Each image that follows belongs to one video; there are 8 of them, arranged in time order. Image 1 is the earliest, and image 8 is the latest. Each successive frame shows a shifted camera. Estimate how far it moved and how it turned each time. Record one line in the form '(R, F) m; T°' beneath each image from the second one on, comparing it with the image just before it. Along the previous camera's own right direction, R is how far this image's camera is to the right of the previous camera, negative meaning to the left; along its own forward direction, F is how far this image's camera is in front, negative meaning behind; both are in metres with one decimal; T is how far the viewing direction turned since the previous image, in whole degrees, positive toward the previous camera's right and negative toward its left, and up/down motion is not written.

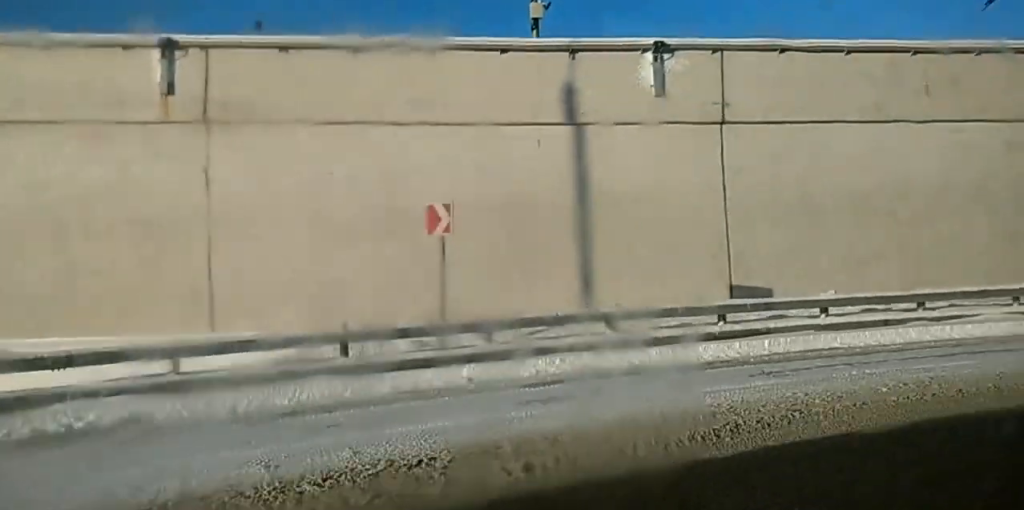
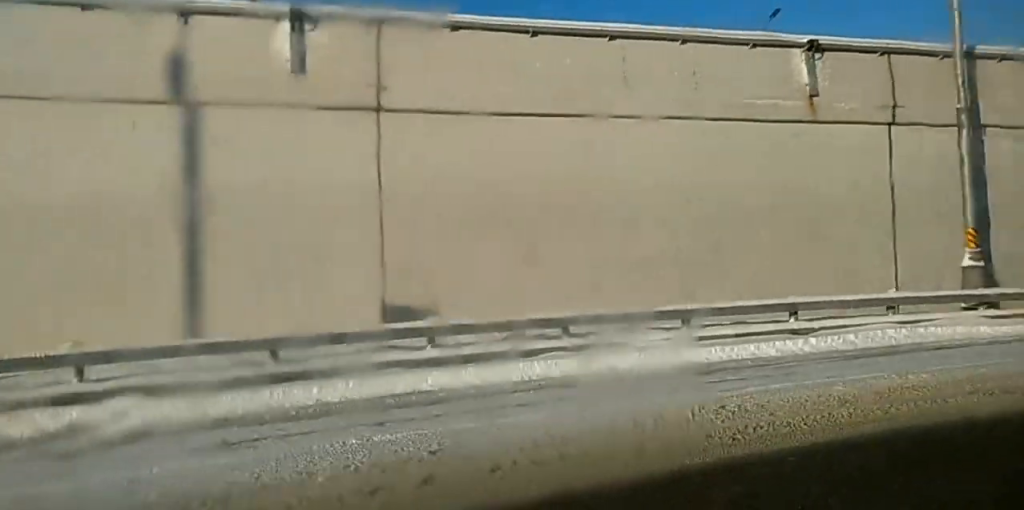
(+0.6, +6.4) m; +8°
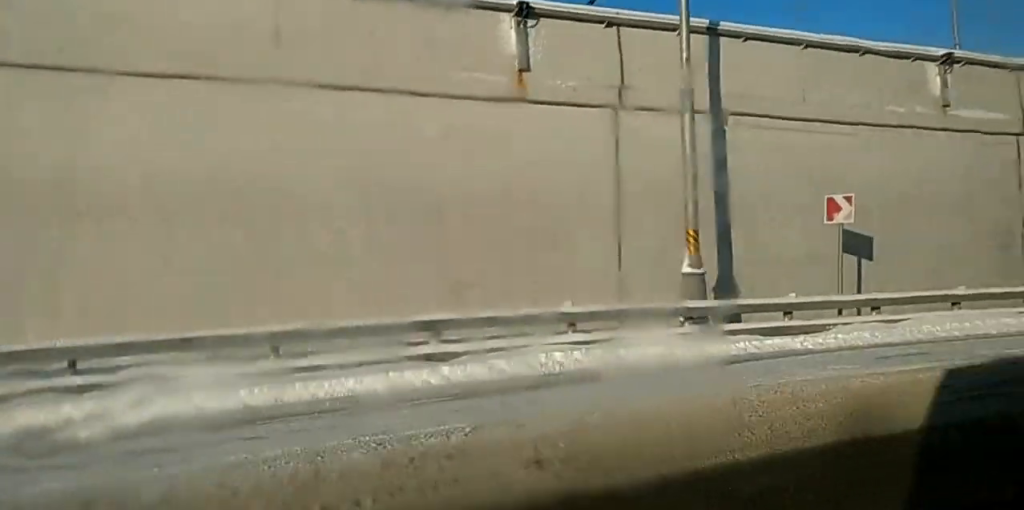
(+0.1, +5.0) m; +6°
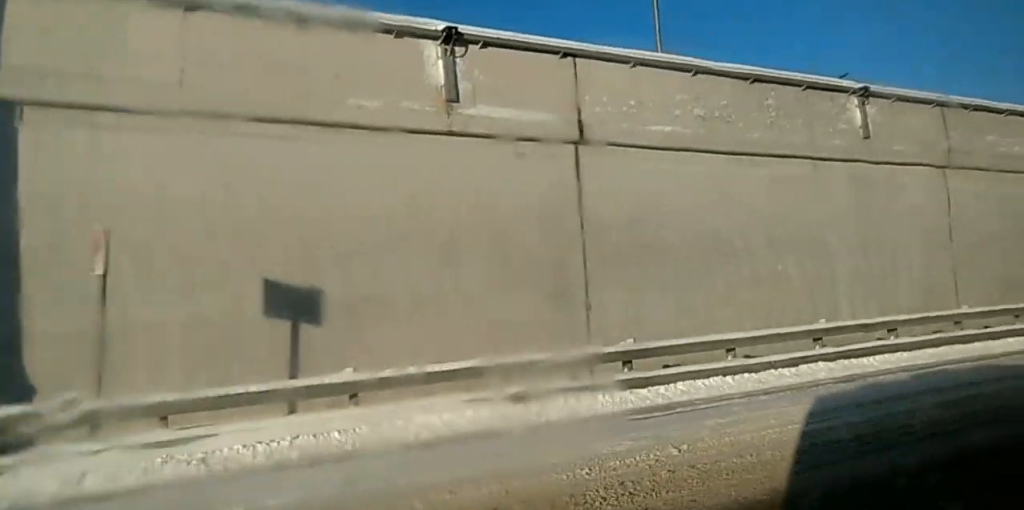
(+1.0, +10.9) m; +8°
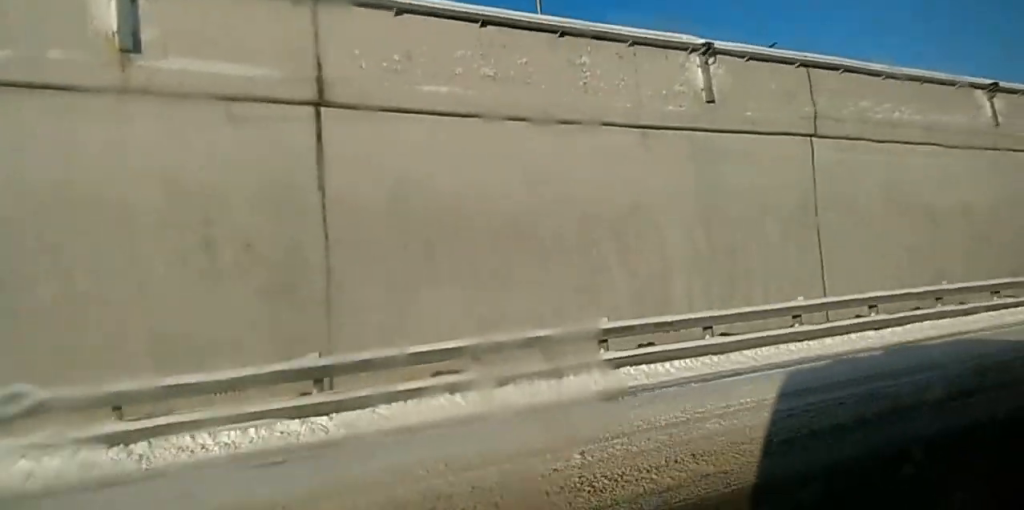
(+0.2, +4.2) m; +1°
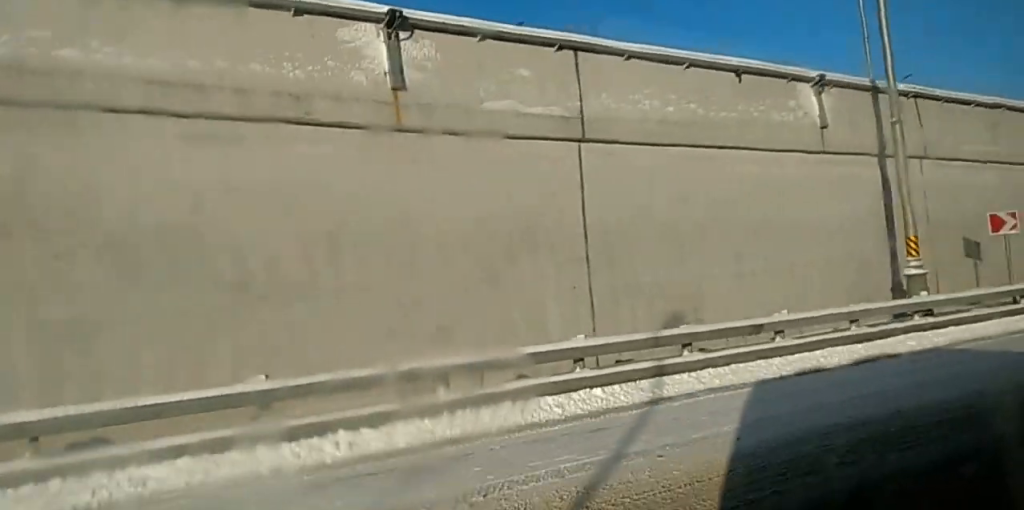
(+0.2, +15.9) m; +3°
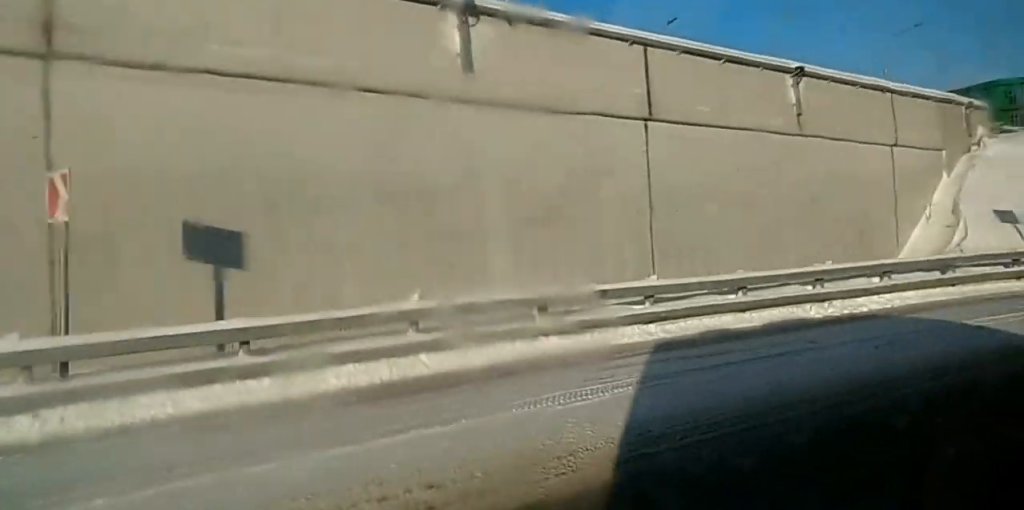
(+1.6, +16.3) m; +11°
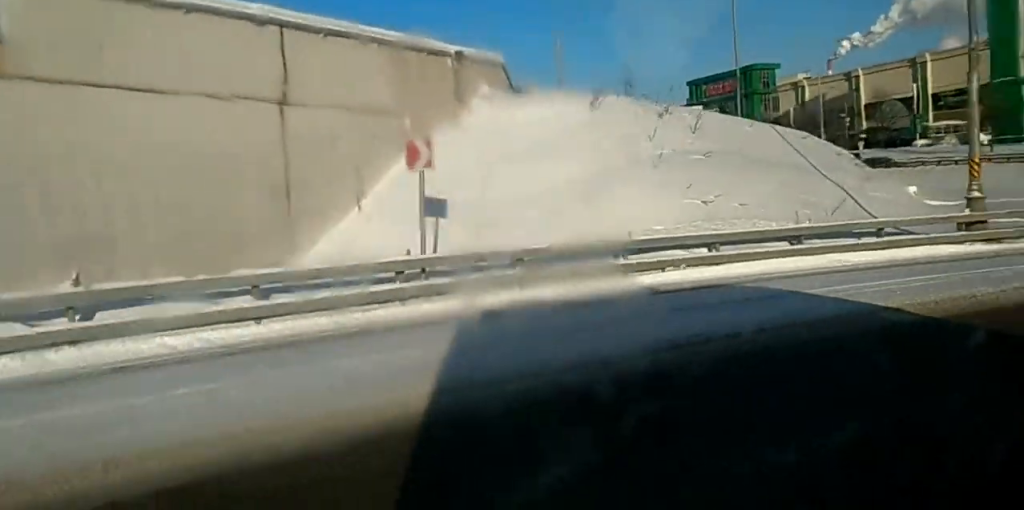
(+1.0, +12.8) m; +11°
